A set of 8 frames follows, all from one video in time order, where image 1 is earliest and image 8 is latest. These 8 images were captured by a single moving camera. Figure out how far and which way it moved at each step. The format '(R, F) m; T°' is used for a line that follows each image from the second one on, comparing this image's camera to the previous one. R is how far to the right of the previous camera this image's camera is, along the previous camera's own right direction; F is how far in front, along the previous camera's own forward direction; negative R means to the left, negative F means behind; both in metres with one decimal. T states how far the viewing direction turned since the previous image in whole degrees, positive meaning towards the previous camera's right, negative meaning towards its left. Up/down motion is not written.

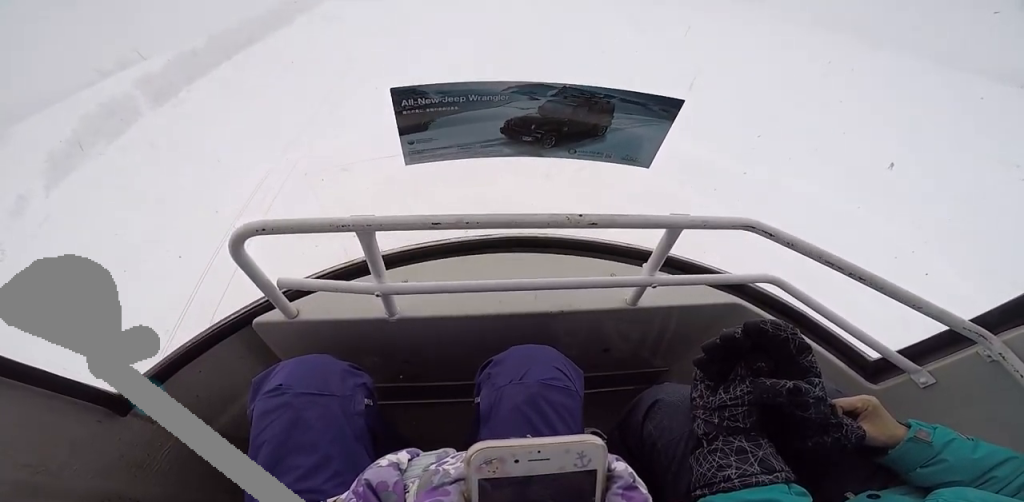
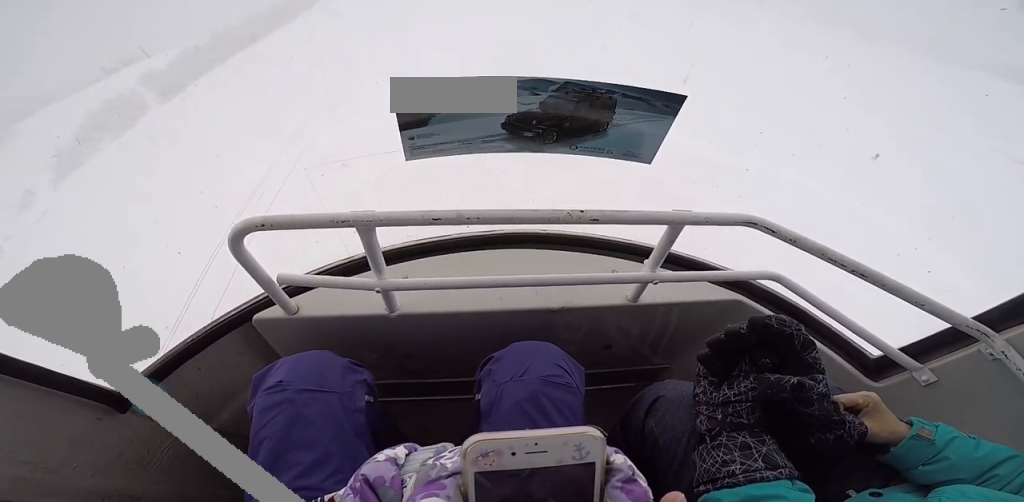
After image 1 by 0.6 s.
(+0.4, +2.8) m; 0°
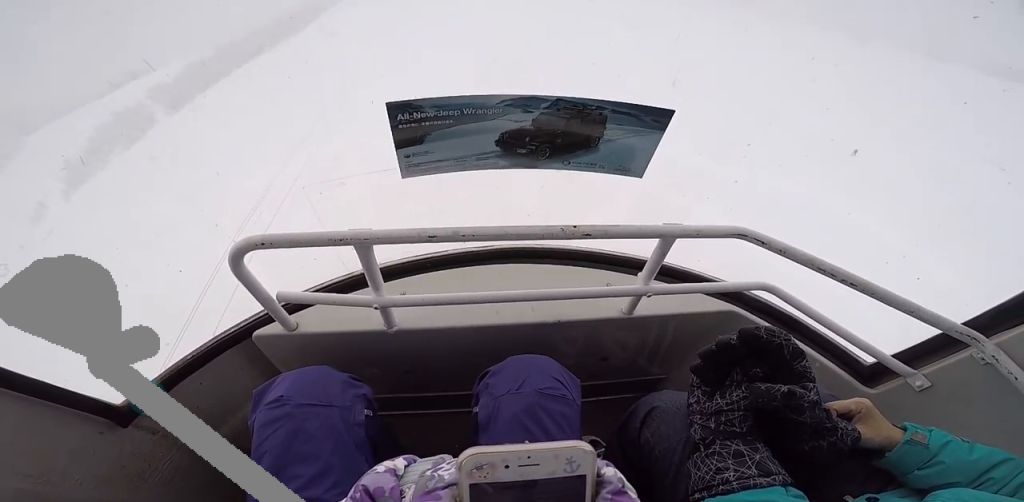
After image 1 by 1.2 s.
(-0.4, +3.4) m; -5°
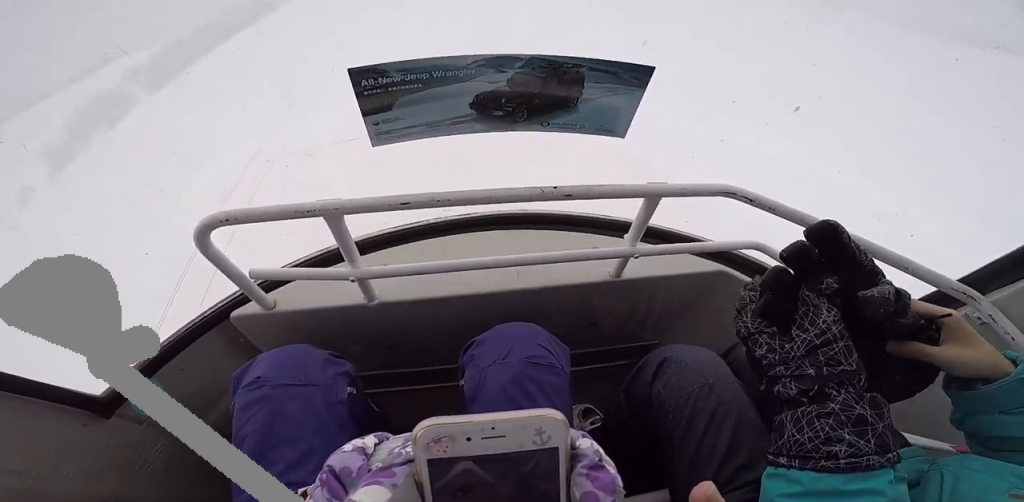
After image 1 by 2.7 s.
(-0.2, +7.4) m; +5°
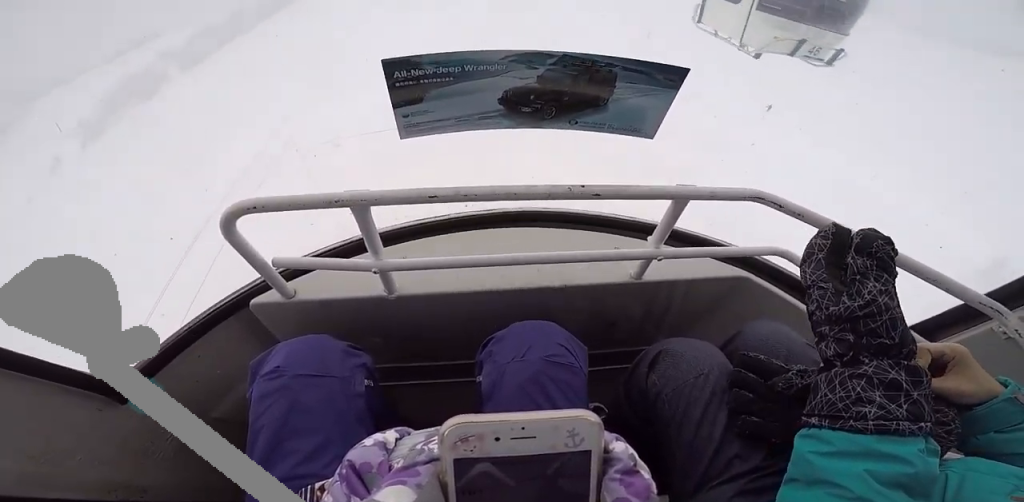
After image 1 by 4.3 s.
(+0.1, +7.9) m; 0°
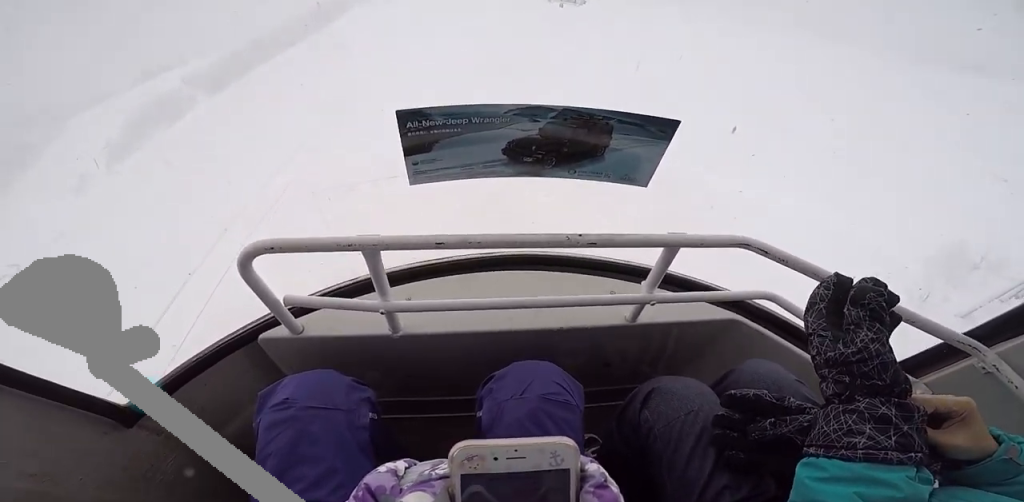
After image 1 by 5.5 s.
(+0.4, +6.0) m; 0°
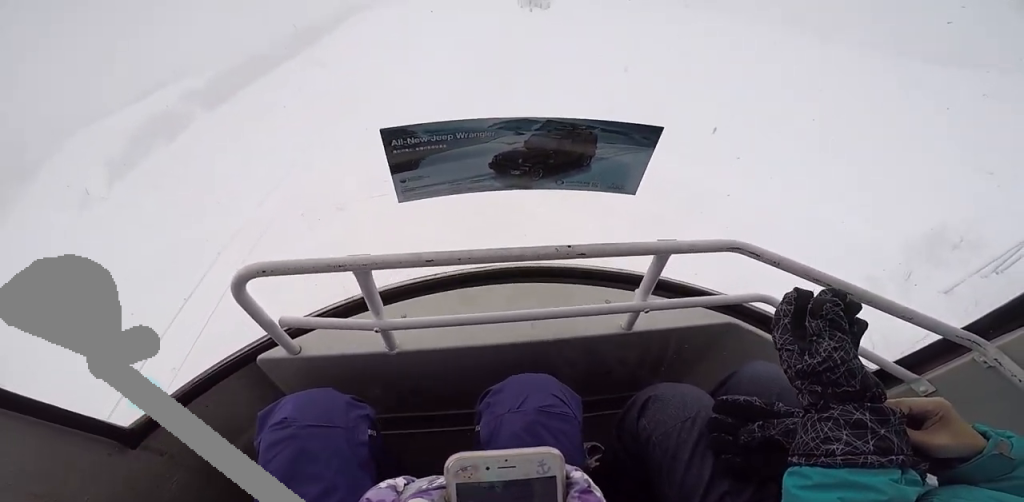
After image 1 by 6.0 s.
(-0.2, +2.1) m; 0°
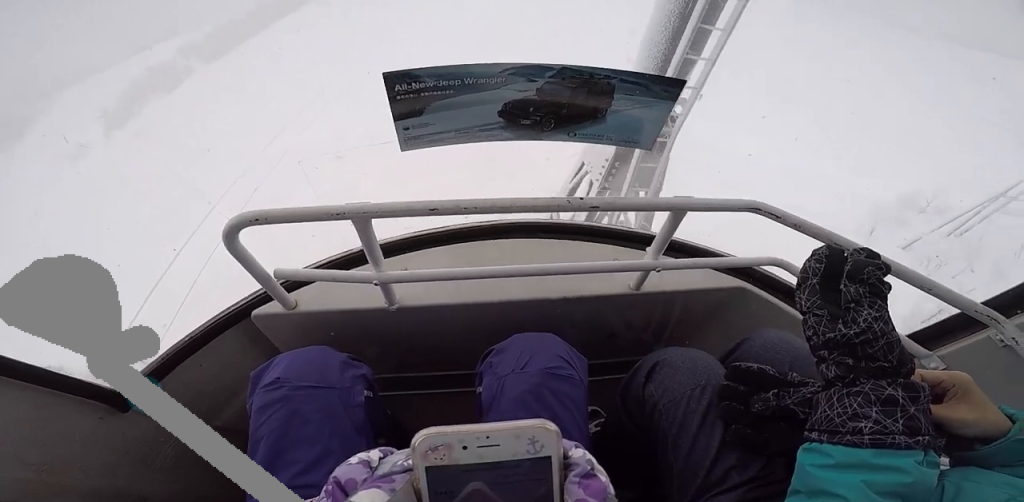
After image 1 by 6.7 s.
(-0.3, +3.8) m; 0°
